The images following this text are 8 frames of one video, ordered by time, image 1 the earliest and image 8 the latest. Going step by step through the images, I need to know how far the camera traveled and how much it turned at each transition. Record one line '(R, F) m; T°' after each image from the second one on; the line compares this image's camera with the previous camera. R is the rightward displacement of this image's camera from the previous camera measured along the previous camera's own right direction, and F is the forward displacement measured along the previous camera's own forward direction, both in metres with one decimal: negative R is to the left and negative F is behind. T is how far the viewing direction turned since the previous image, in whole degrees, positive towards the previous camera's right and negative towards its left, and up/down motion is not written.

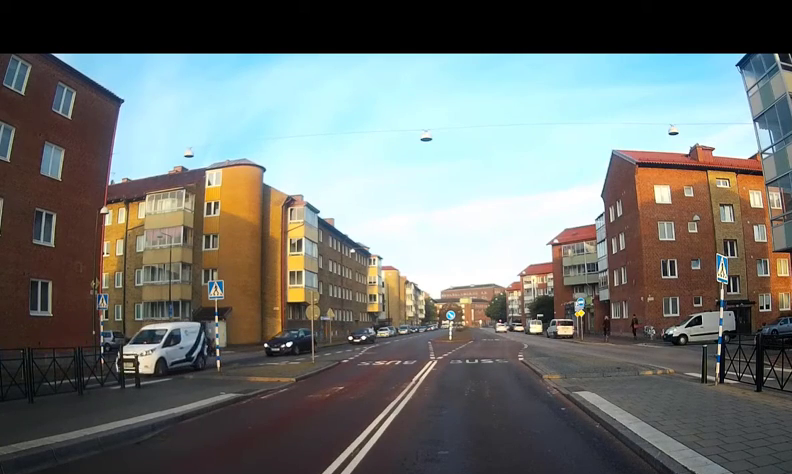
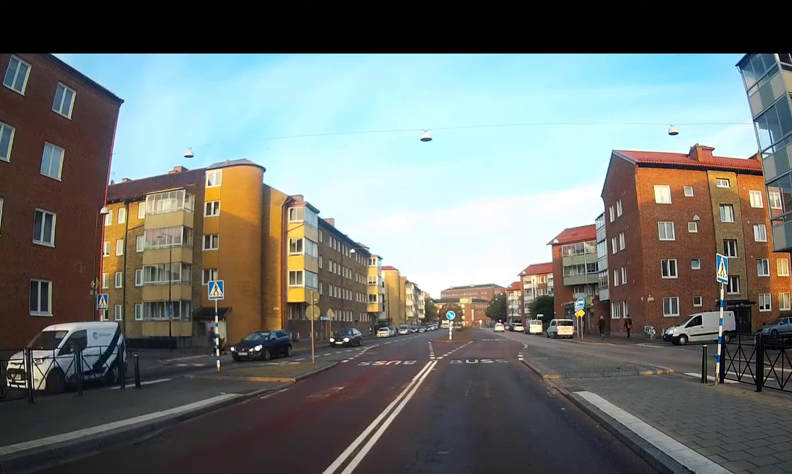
(-0.3, +0.1) m; 0°
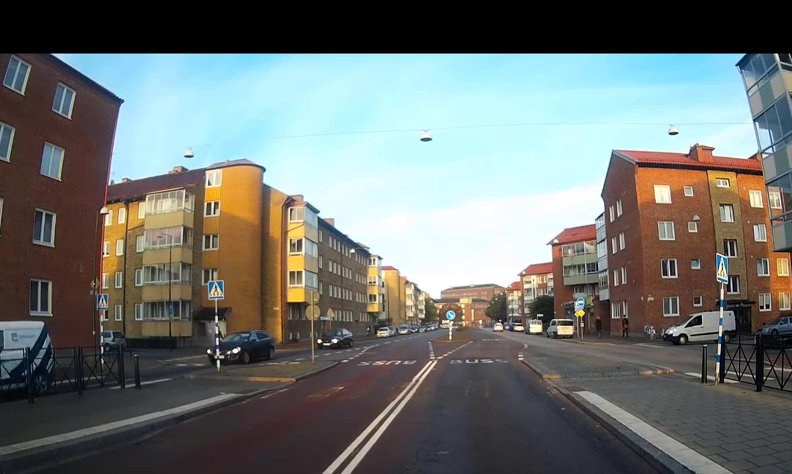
(0.0, 0.0) m; 0°
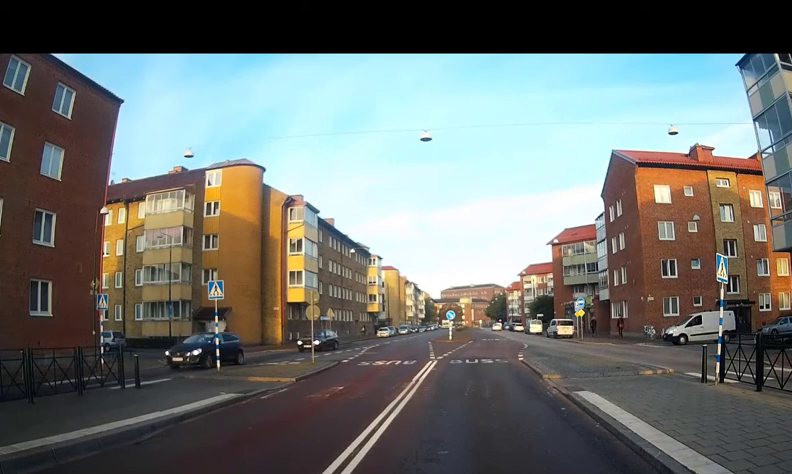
(0.0, 0.0) m; 0°
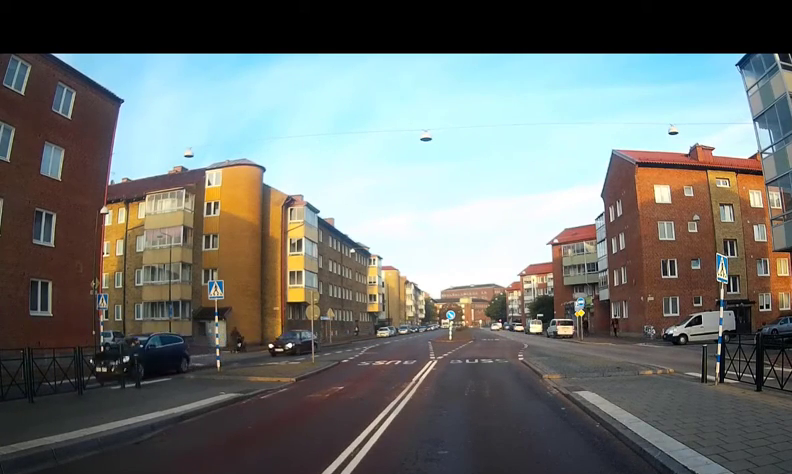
(0.0, 0.0) m; 0°
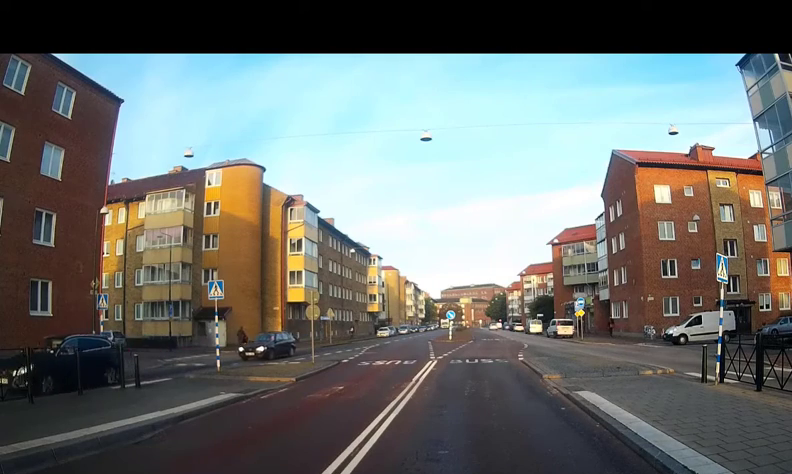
(0.0, 0.0) m; 0°
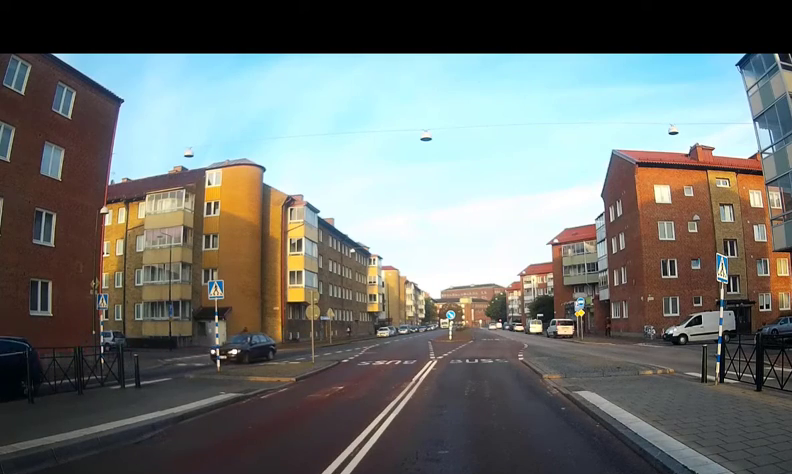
(0.0, 0.0) m; 0°
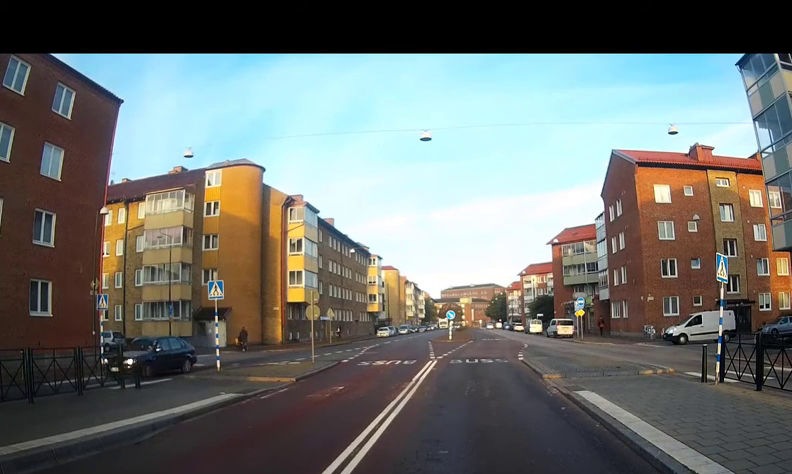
(0.0, 0.0) m; 0°
